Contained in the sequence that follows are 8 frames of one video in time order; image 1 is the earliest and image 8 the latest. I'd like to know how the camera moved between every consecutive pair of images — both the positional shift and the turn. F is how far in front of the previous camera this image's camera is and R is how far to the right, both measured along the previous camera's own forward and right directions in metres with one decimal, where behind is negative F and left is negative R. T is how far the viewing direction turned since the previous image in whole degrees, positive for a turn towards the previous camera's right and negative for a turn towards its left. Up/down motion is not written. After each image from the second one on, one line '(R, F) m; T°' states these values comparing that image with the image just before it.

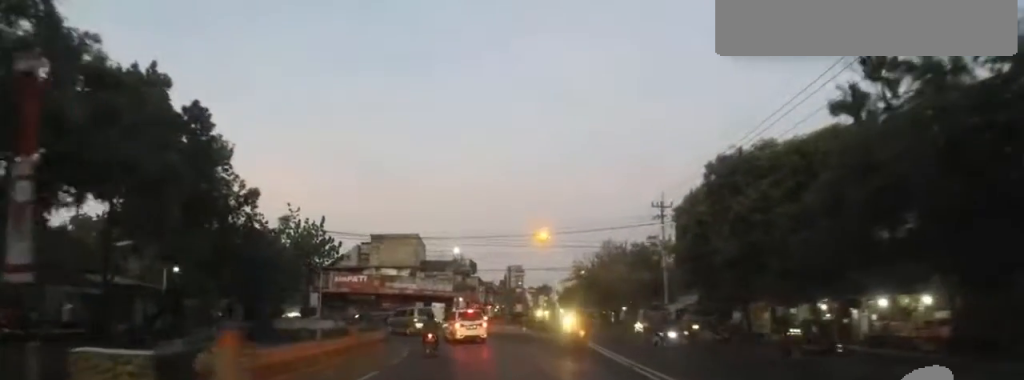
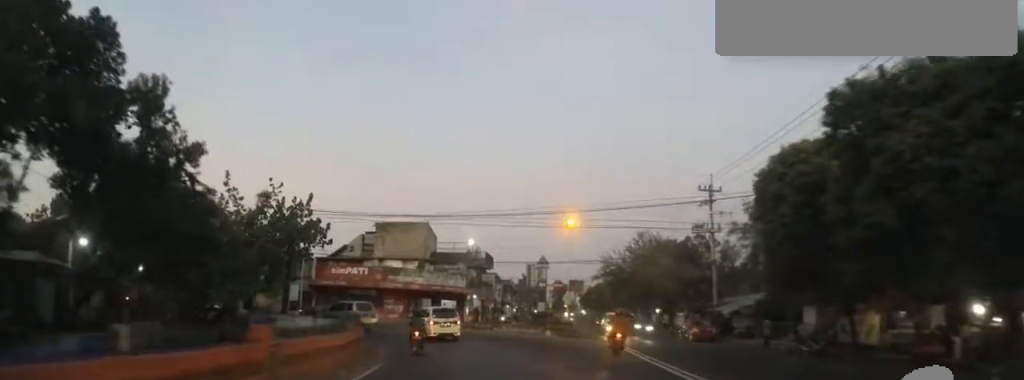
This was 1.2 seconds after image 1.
(0.0, +6.5) m; 0°
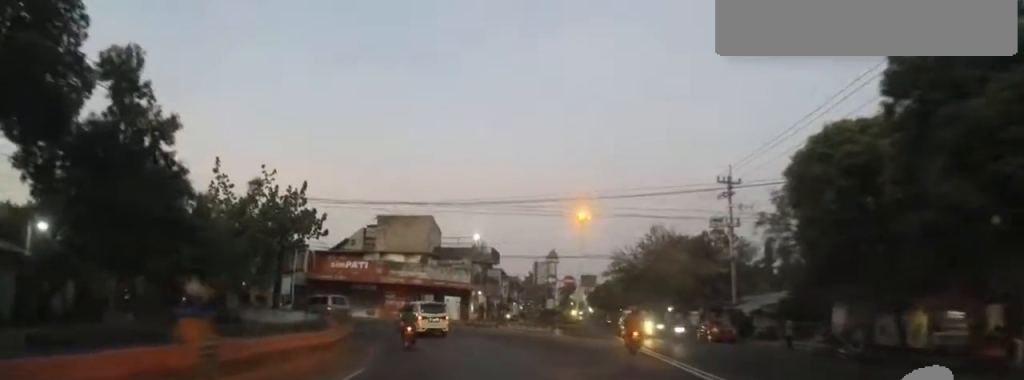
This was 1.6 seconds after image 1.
(0.0, +2.0) m; 0°
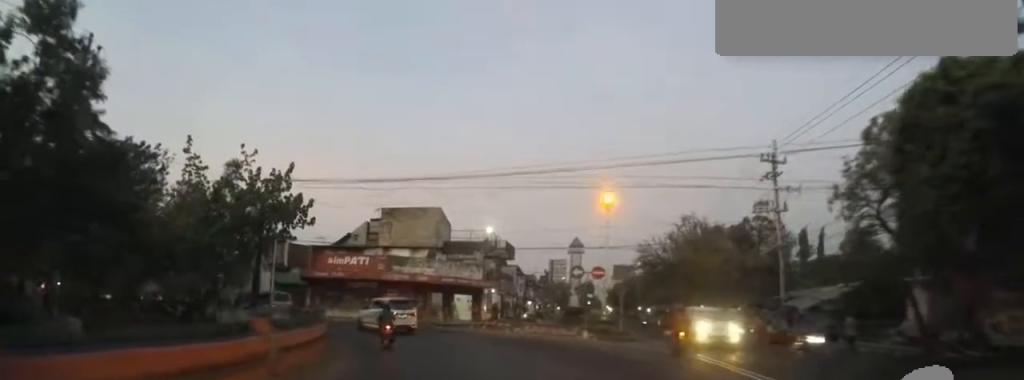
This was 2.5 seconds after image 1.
(0.0, +4.3) m; -2°
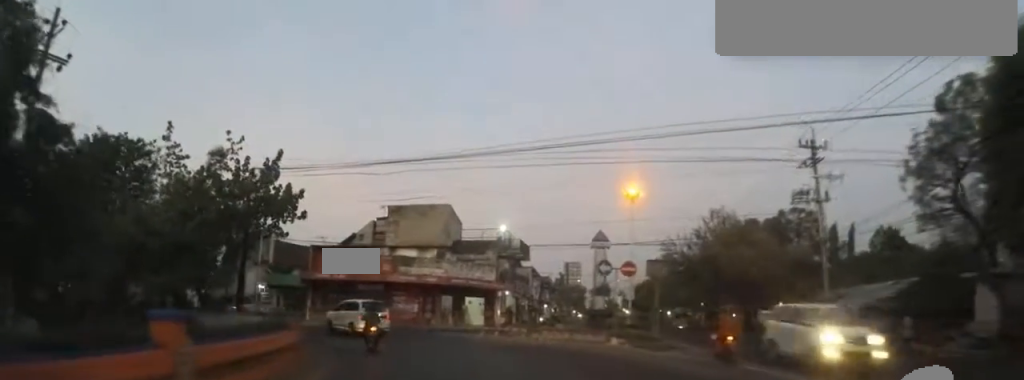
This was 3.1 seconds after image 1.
(0.0, +2.8) m; -2°
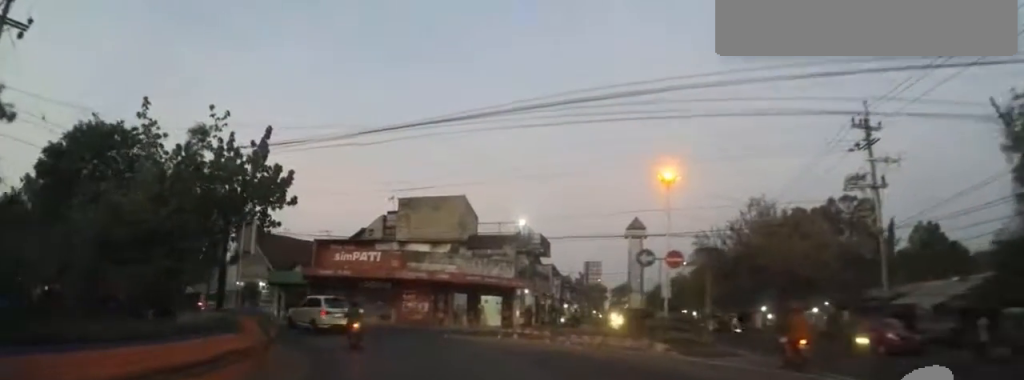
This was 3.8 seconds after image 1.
(-0.1, +2.9) m; -3°
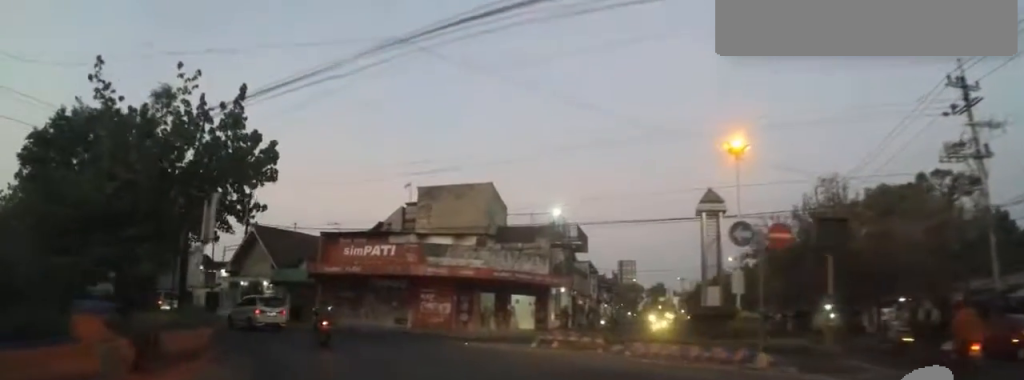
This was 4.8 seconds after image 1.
(-0.1, +4.1) m; -4°
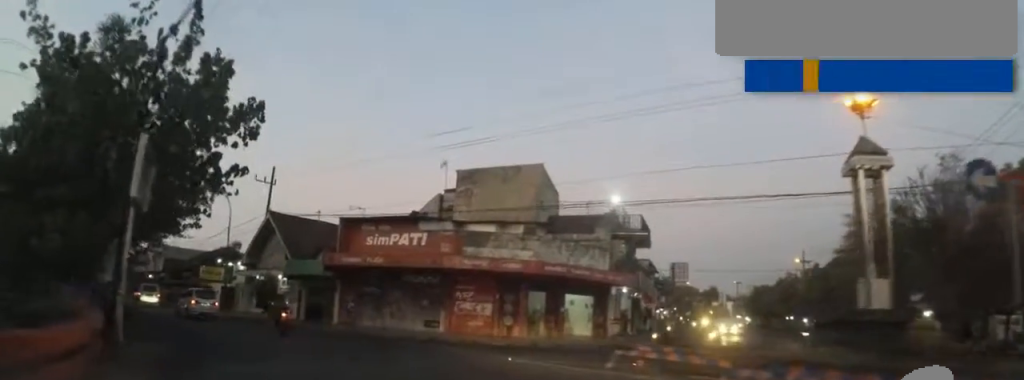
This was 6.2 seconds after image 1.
(-0.3, +4.5) m; -9°
